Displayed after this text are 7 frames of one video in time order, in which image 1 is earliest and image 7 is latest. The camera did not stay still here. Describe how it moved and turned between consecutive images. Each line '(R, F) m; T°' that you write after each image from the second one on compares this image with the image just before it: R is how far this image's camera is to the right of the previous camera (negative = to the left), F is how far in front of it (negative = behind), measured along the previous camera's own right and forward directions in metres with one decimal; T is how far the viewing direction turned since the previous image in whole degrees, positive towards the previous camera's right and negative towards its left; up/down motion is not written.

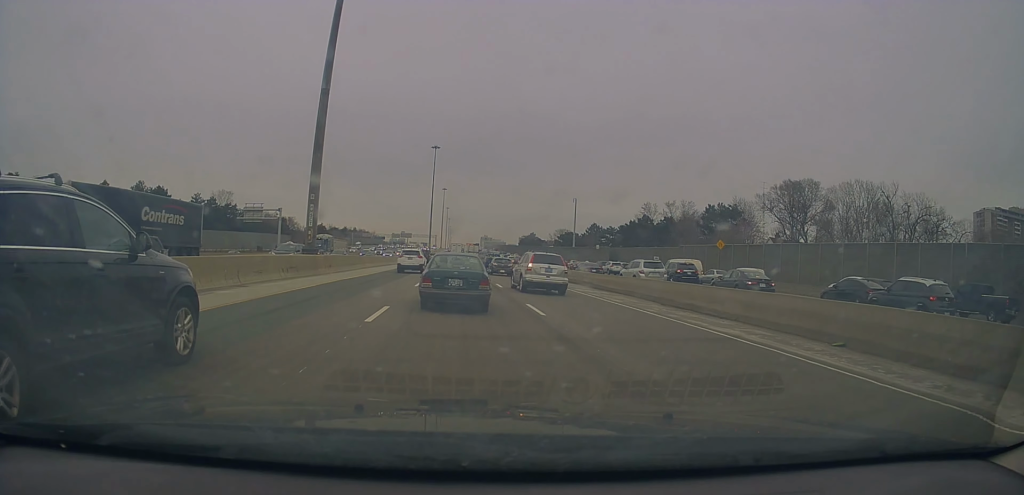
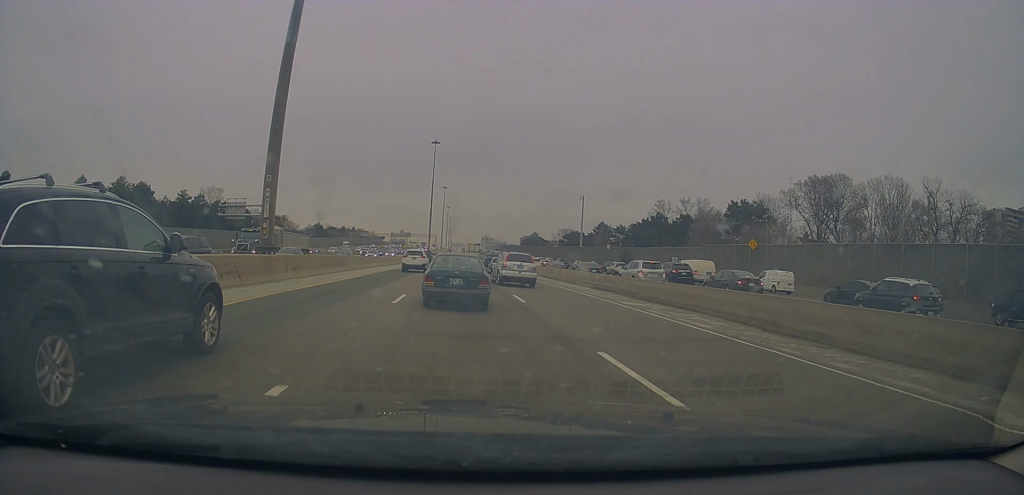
(+0.1, +7.3) m; +1°
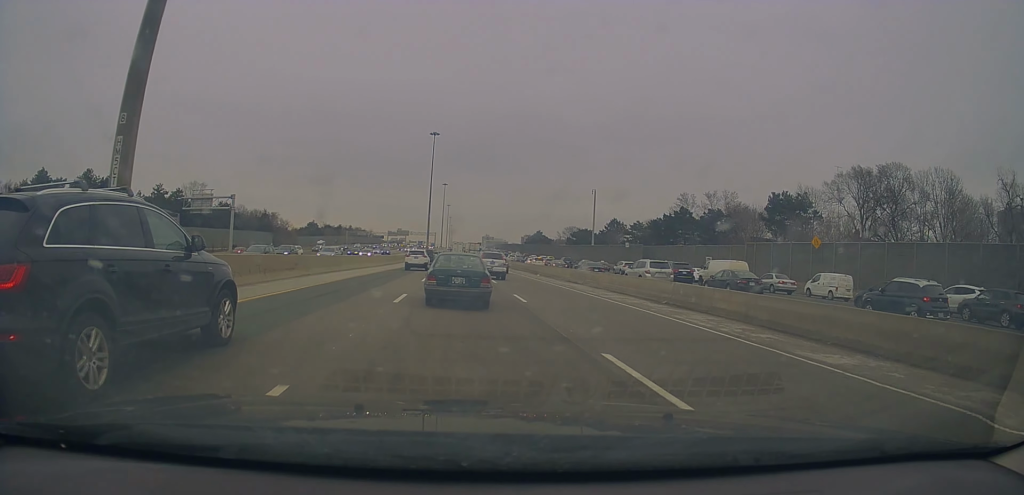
(0.0, +10.2) m; -1°
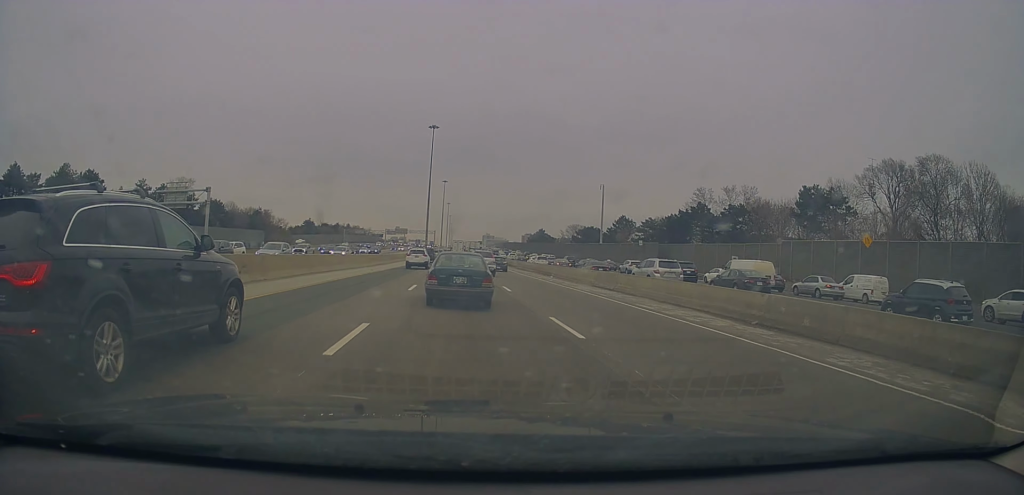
(-0.1, +5.7) m; -1°
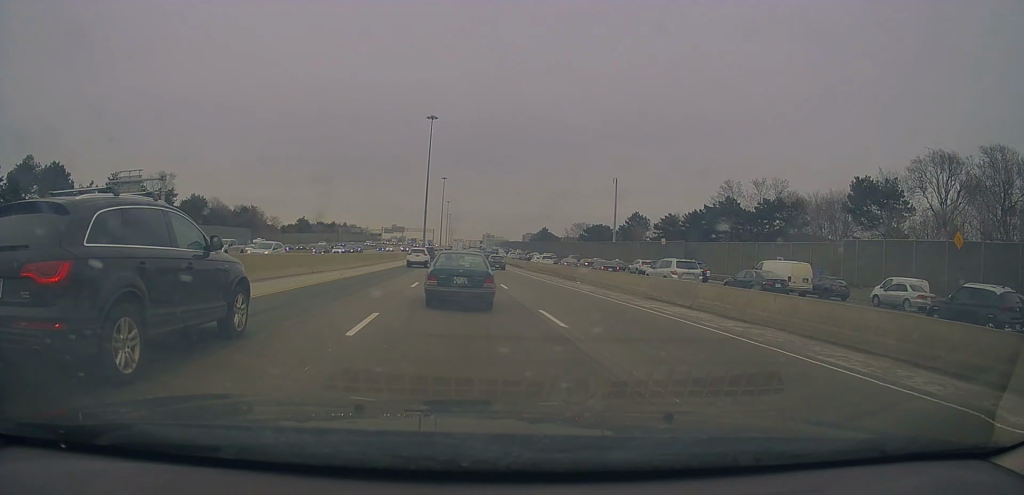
(-0.1, +7.9) m; 0°
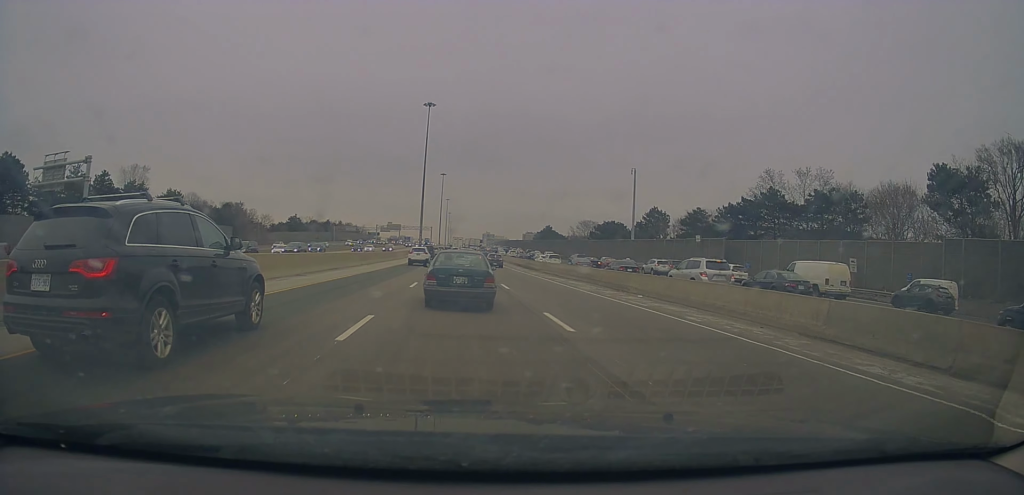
(+0.2, +10.6) m; +2°
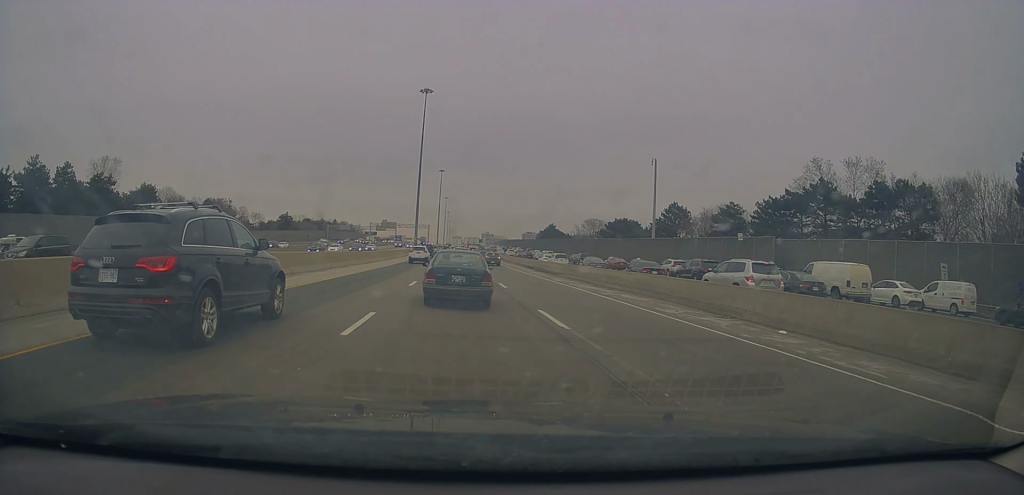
(+0.2, +11.5) m; -1°
